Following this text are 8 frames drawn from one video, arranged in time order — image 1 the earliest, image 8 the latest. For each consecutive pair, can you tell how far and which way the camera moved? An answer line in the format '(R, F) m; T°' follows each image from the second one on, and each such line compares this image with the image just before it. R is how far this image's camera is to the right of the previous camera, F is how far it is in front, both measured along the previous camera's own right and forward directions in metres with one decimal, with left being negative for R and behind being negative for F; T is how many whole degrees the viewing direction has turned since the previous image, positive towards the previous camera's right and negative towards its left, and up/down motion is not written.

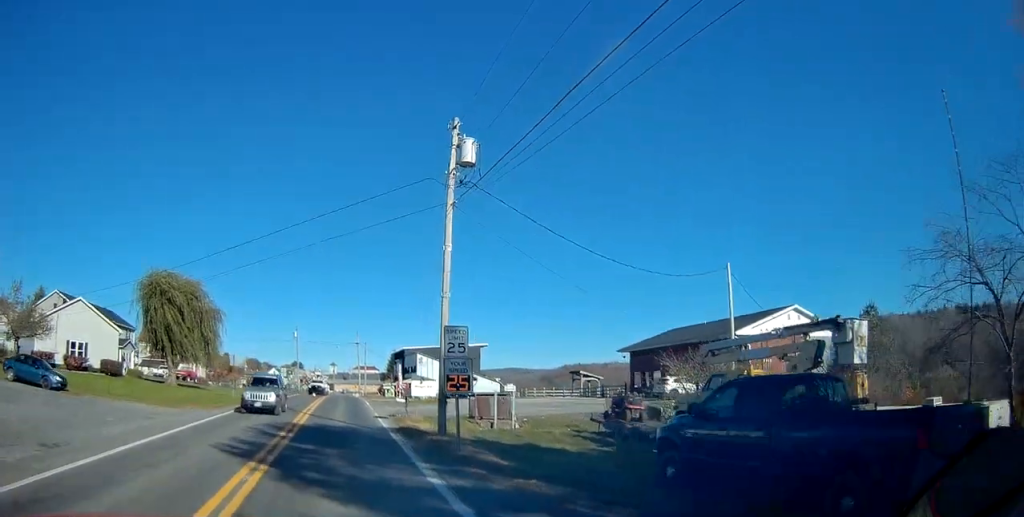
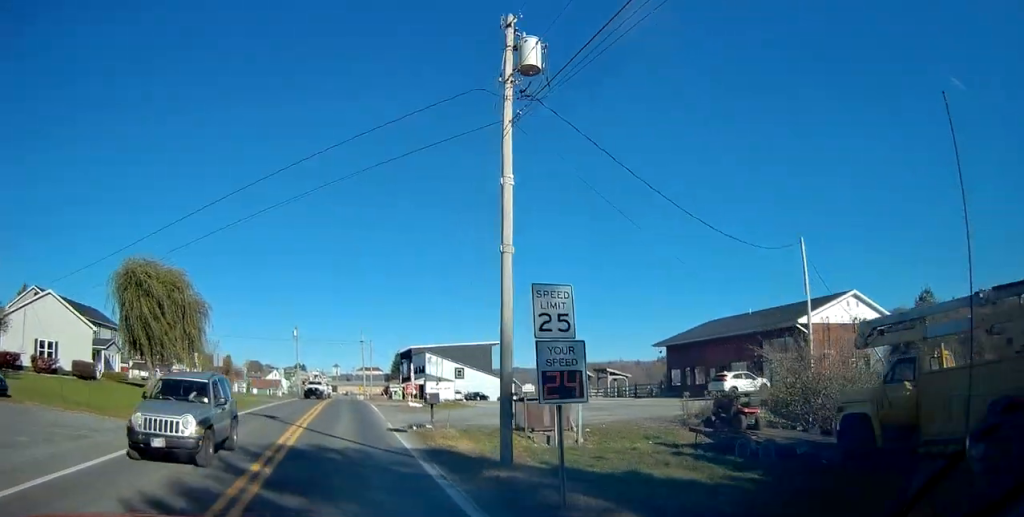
(-0.1, +6.5) m; 0°
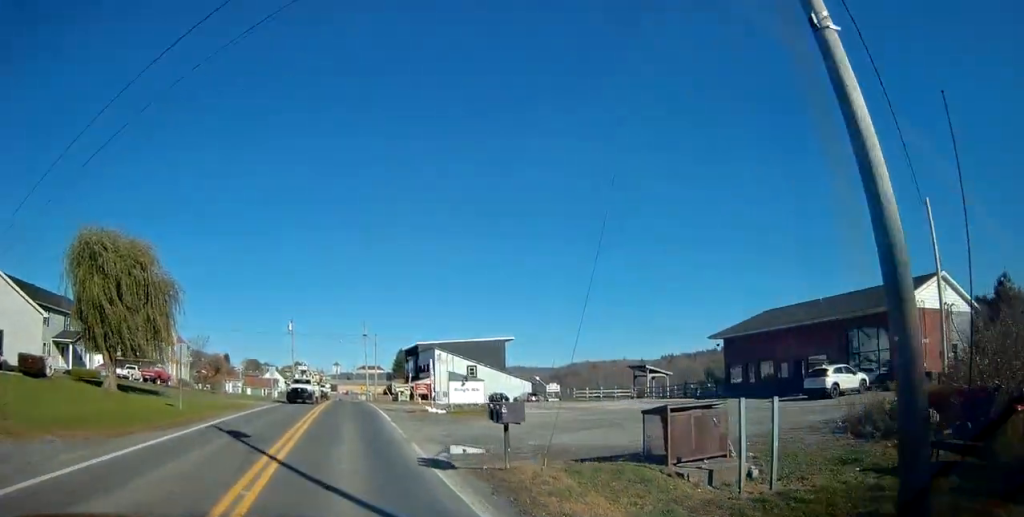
(-0.1, +8.8) m; 0°
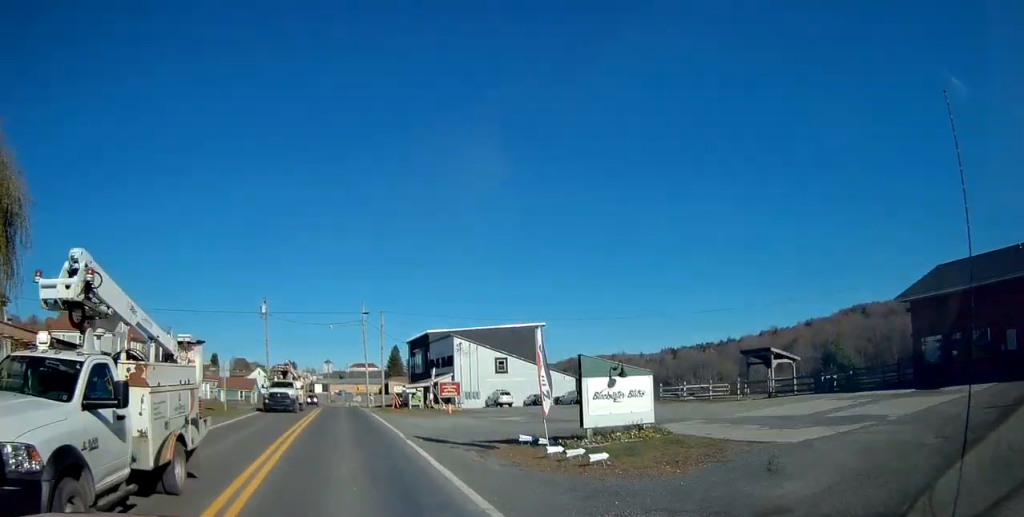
(+0.3, +19.5) m; +1°
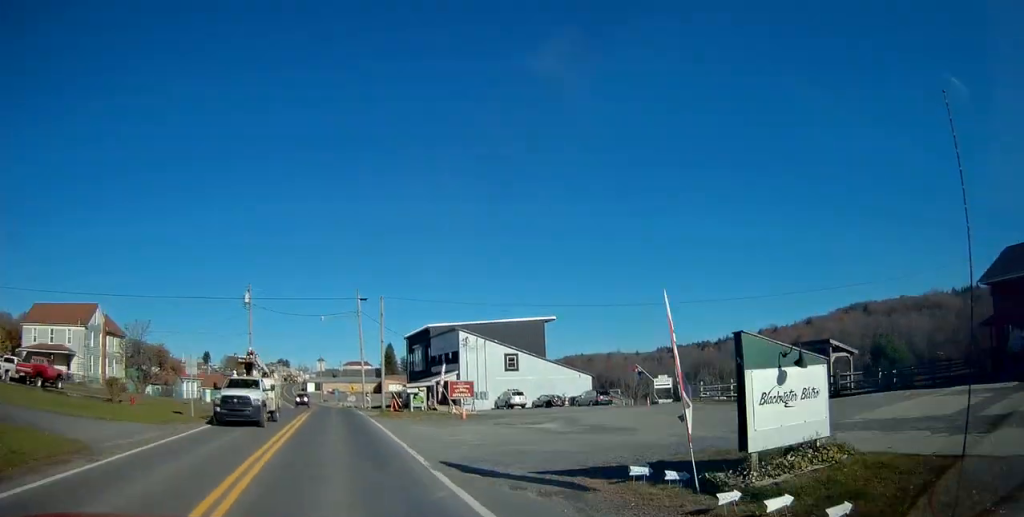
(0.0, +6.5) m; 0°
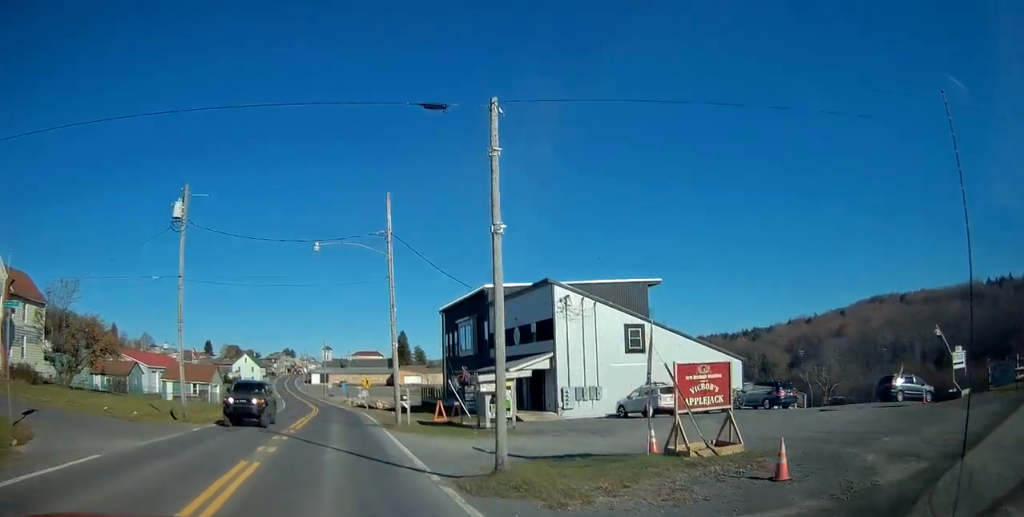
(-0.1, +24.5) m; -1°
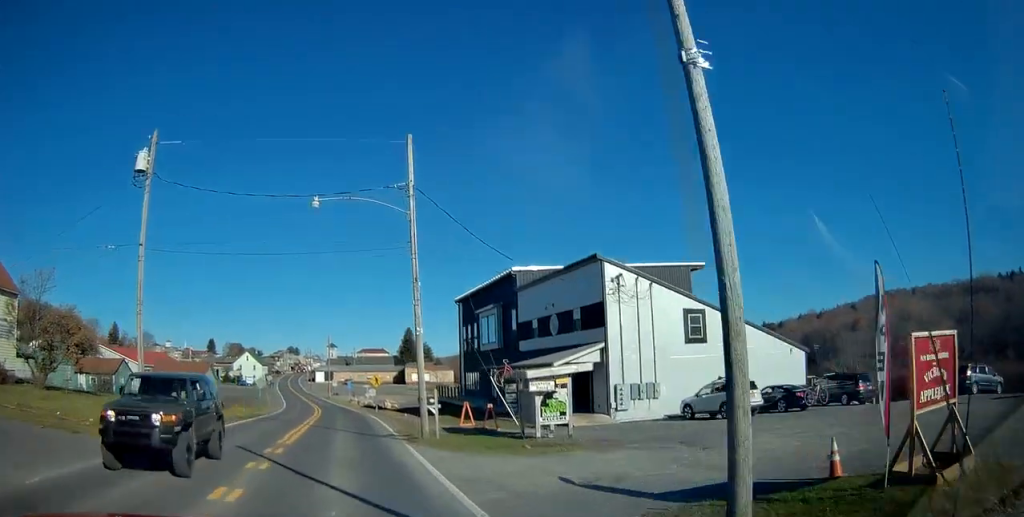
(0.0, +6.1) m; 0°
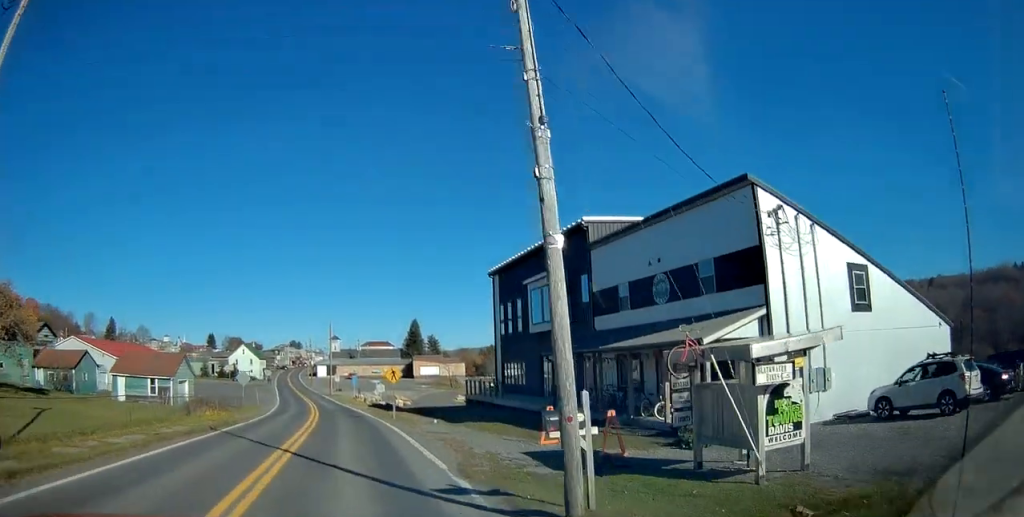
(-0.1, +11.5) m; -1°
